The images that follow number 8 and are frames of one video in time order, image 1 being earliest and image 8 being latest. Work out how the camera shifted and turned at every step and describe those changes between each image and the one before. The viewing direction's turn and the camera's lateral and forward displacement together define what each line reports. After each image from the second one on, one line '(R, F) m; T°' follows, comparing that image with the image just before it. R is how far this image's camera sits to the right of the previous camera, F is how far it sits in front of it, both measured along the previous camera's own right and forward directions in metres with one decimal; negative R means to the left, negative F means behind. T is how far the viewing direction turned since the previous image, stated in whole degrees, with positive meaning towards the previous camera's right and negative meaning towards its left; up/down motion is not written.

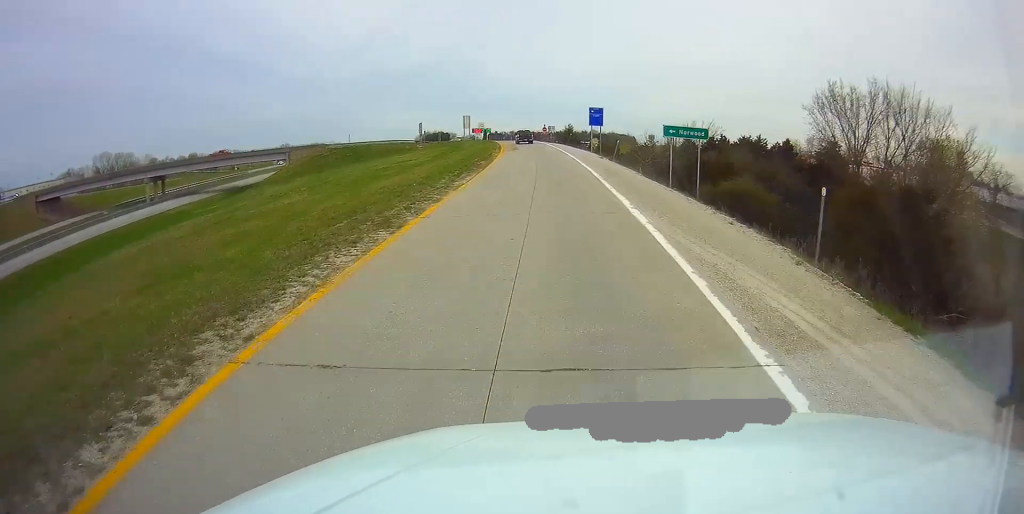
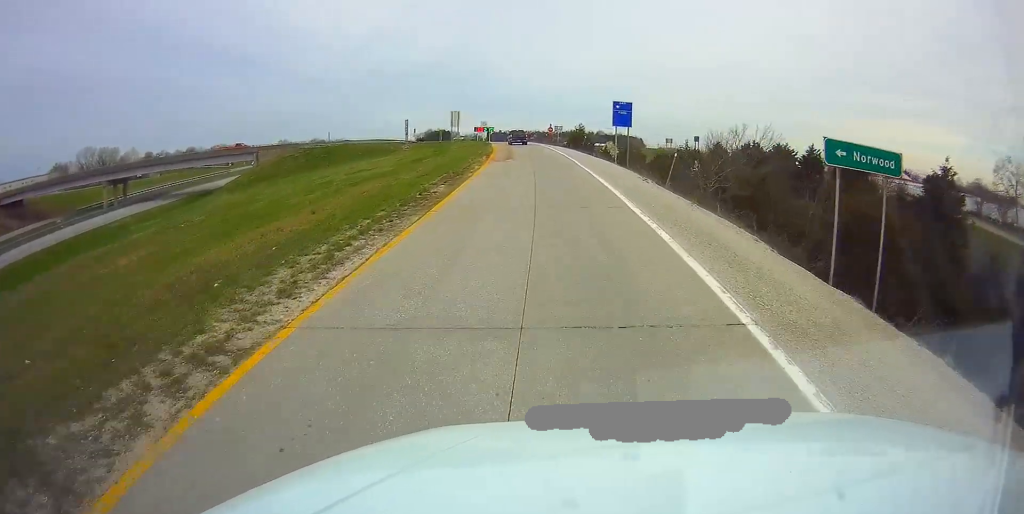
(0.0, +16.1) m; -1°
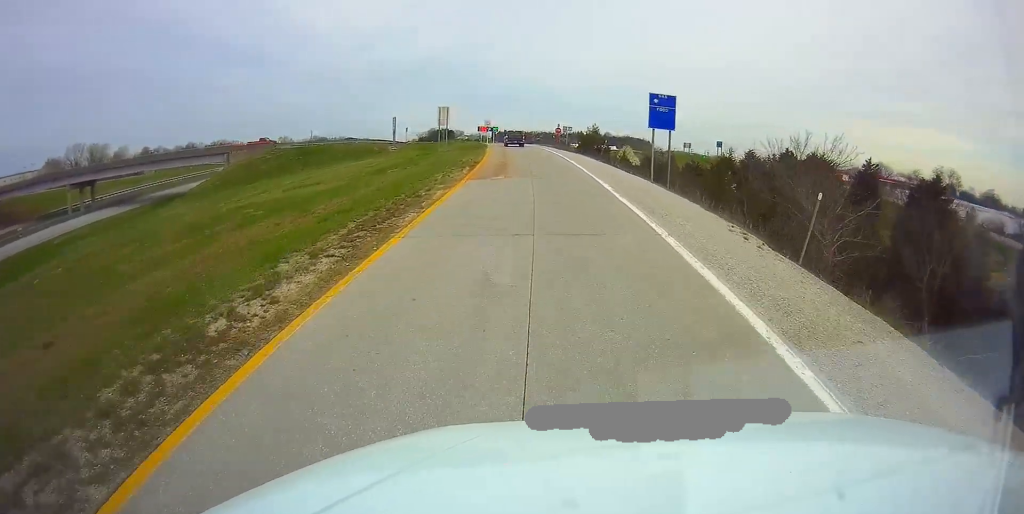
(-0.2, +12.2) m; -1°
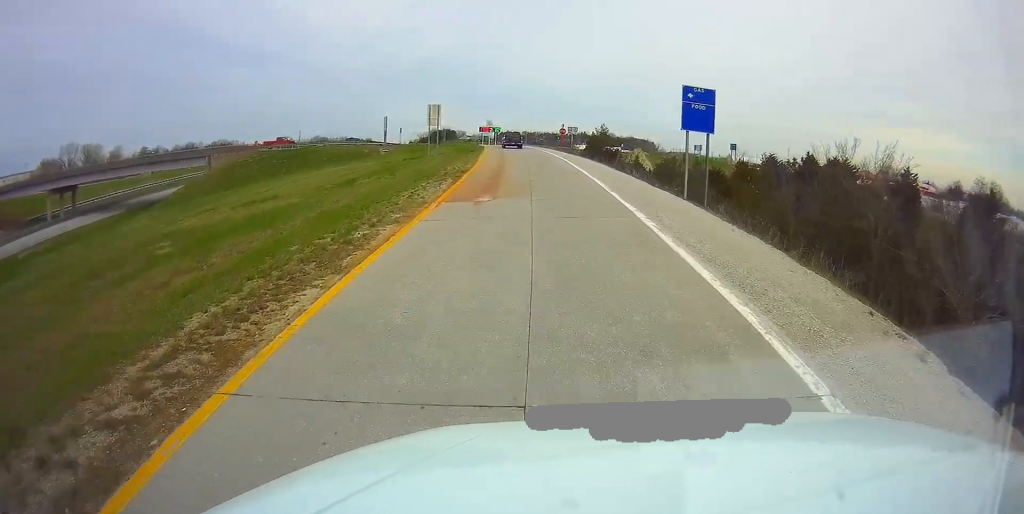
(0.0, +6.7) m; -1°
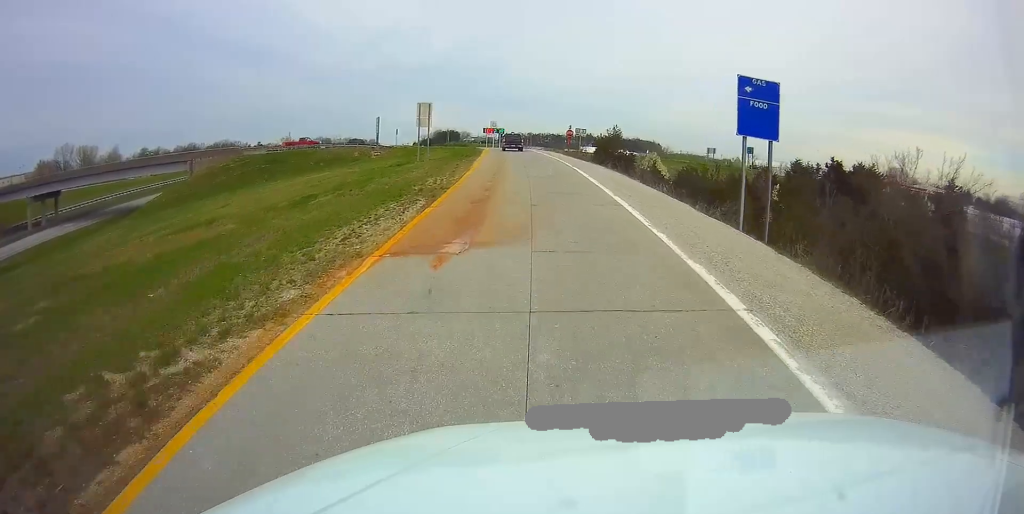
(-0.1, +6.0) m; 0°
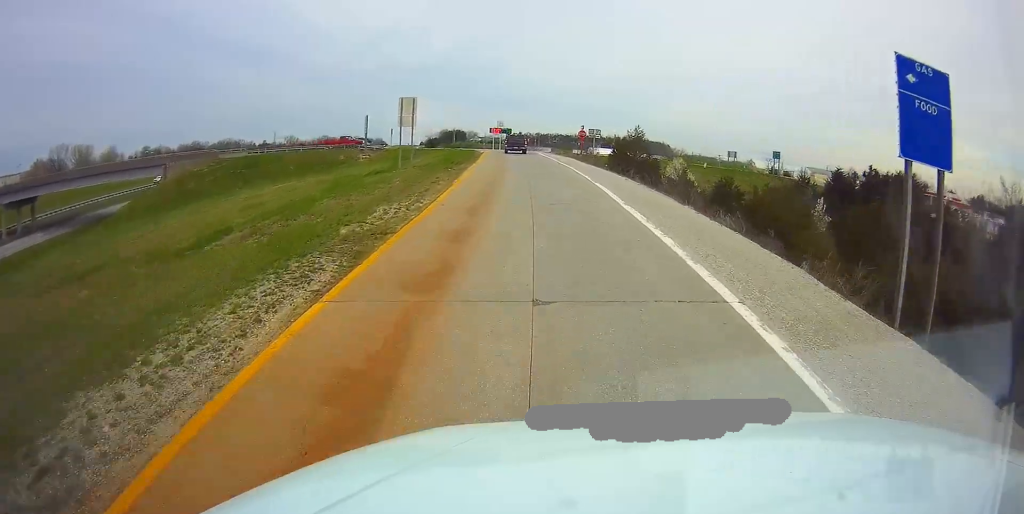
(-0.1, +8.3) m; -1°
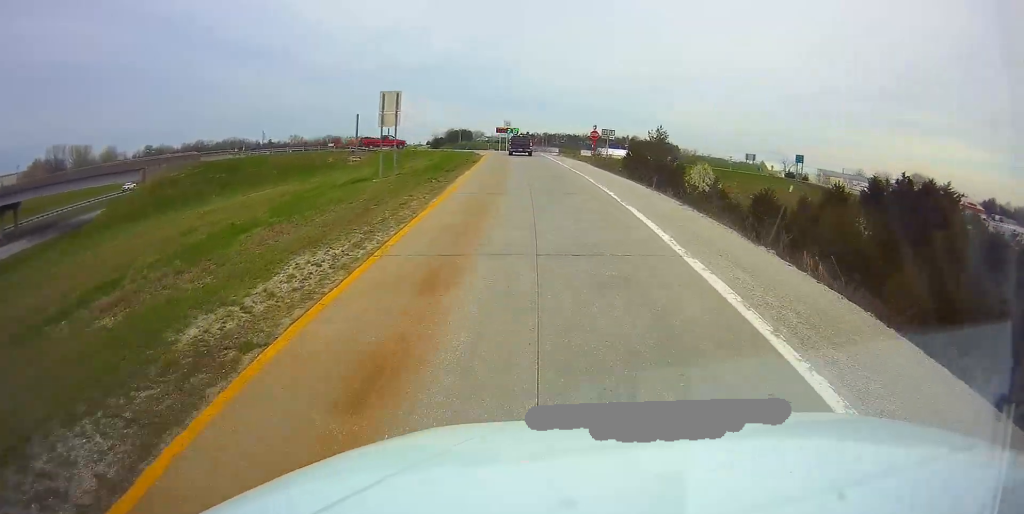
(0.0, +5.9) m; 0°
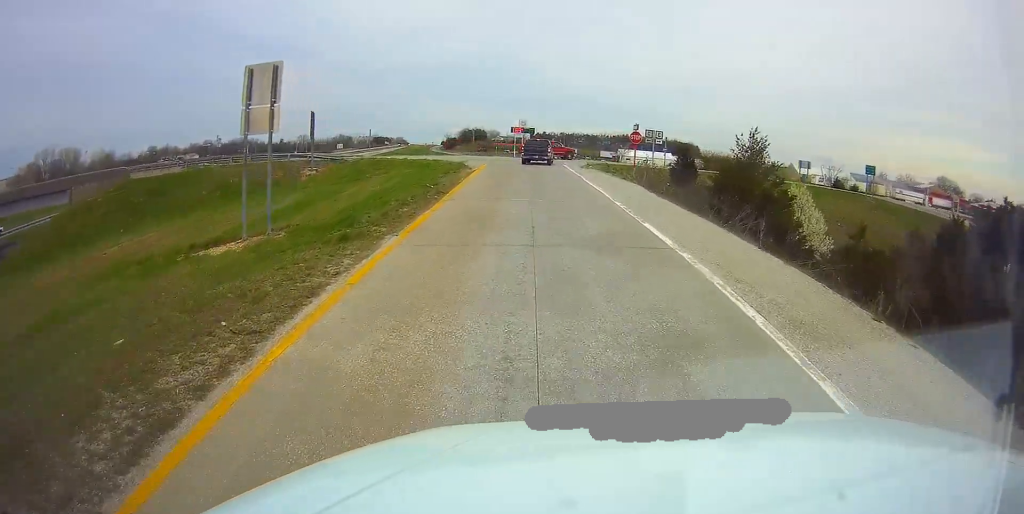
(0.0, +15.9) m; 0°
